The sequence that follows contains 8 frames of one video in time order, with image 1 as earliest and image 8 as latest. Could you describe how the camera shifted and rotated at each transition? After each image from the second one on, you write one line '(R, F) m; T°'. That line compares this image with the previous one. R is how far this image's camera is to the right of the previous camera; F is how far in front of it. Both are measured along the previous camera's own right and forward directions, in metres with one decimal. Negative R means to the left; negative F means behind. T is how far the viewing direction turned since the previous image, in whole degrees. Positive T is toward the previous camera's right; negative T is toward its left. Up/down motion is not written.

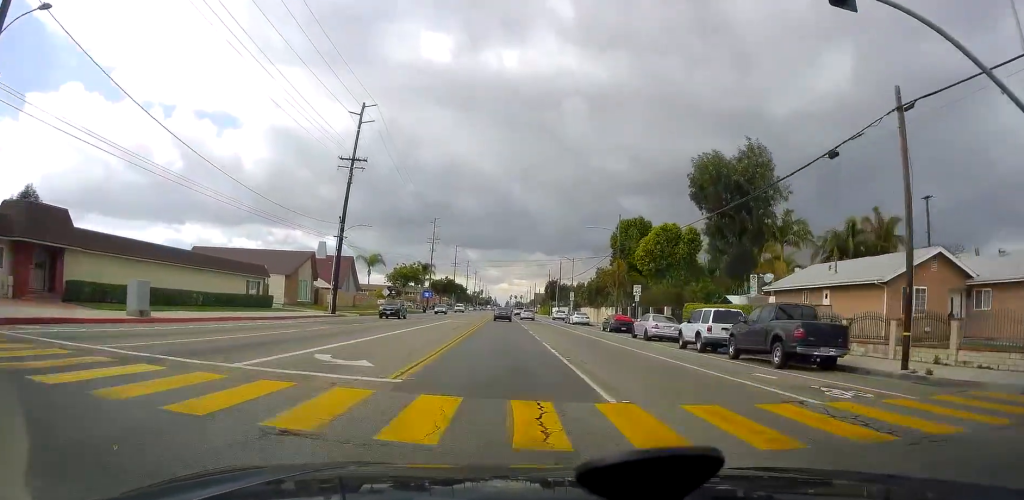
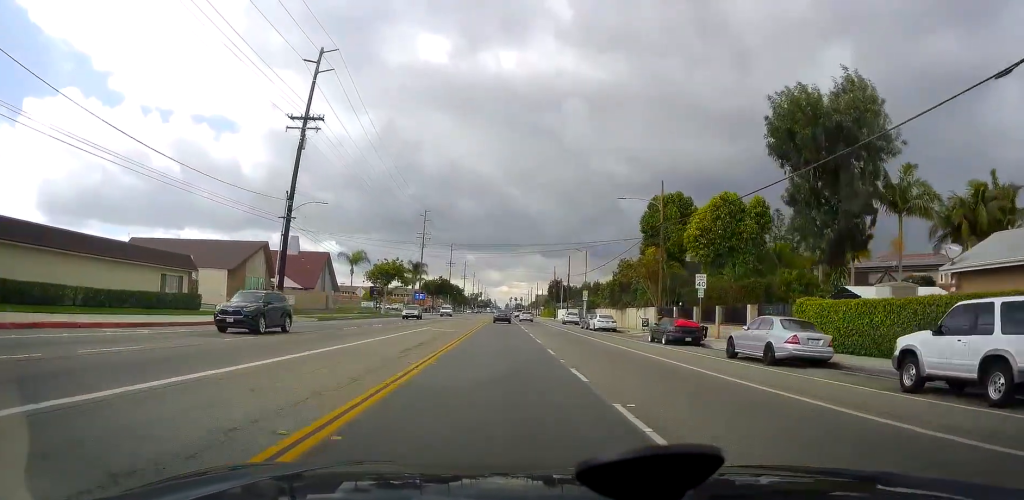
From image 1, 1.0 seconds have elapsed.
(0.0, +15.6) m; -1°
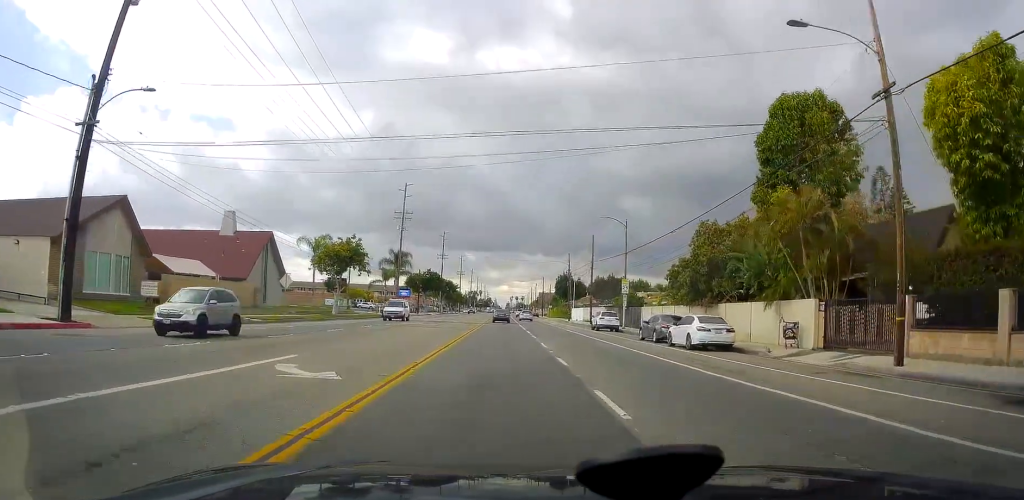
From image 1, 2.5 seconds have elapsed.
(-0.6, +24.9) m; -1°
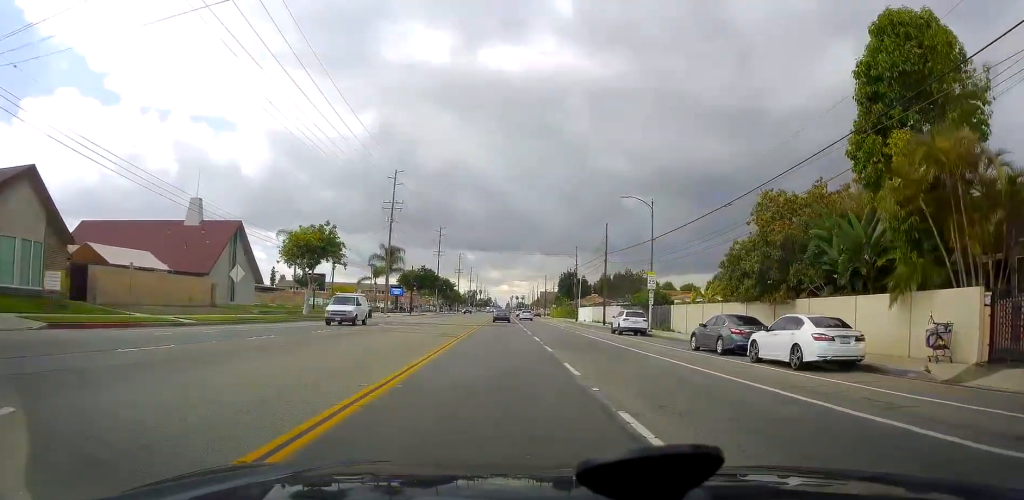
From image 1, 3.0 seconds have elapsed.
(+0.1, +9.3) m; +1°
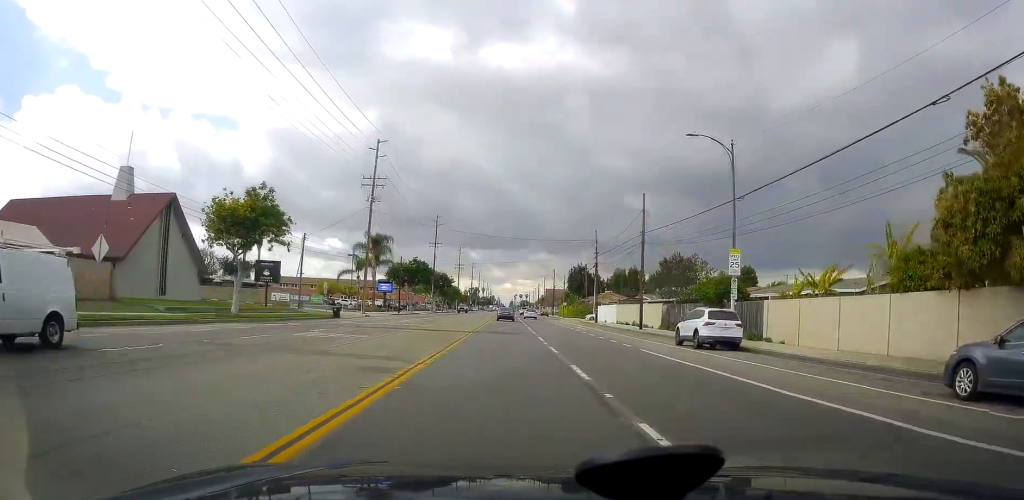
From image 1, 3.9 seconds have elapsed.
(+0.3, +15.5) m; +1°
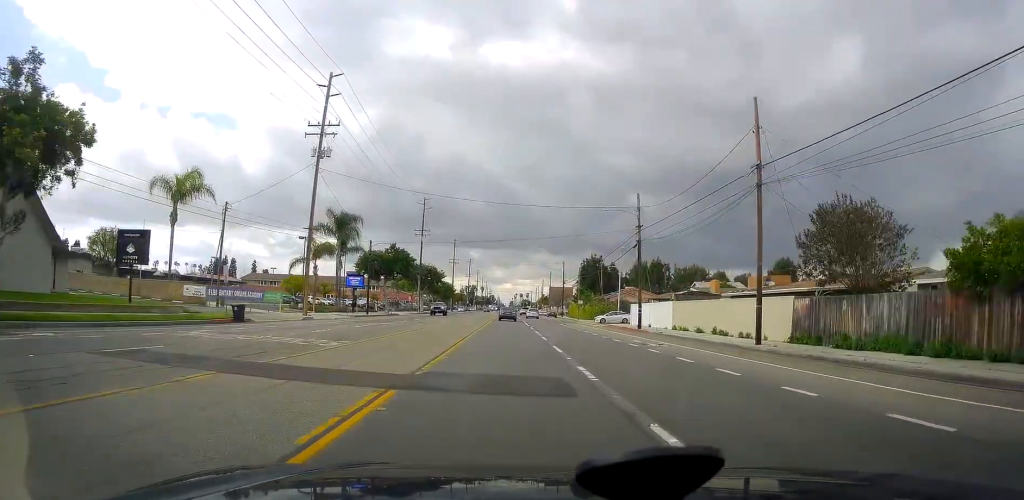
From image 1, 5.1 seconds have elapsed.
(0.0, +22.2) m; 0°
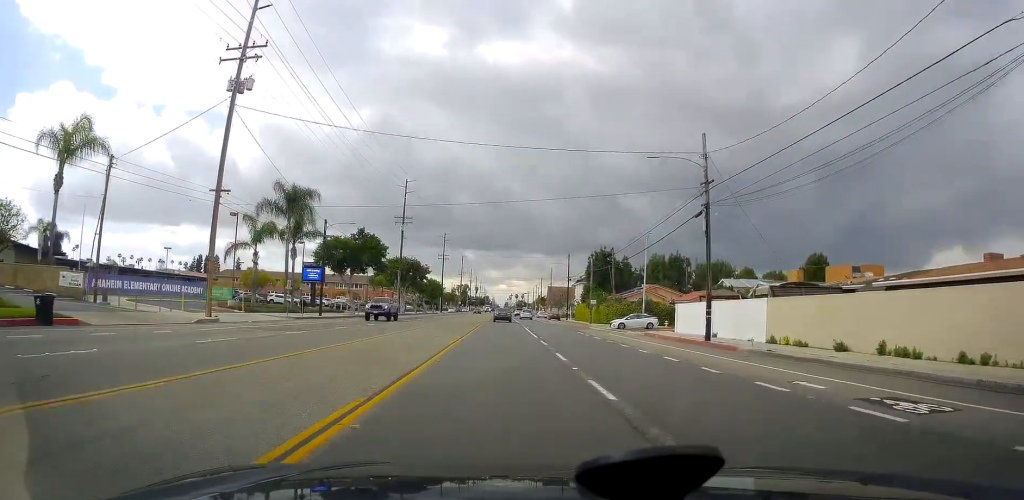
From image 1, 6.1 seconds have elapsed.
(0.0, +17.2) m; 0°
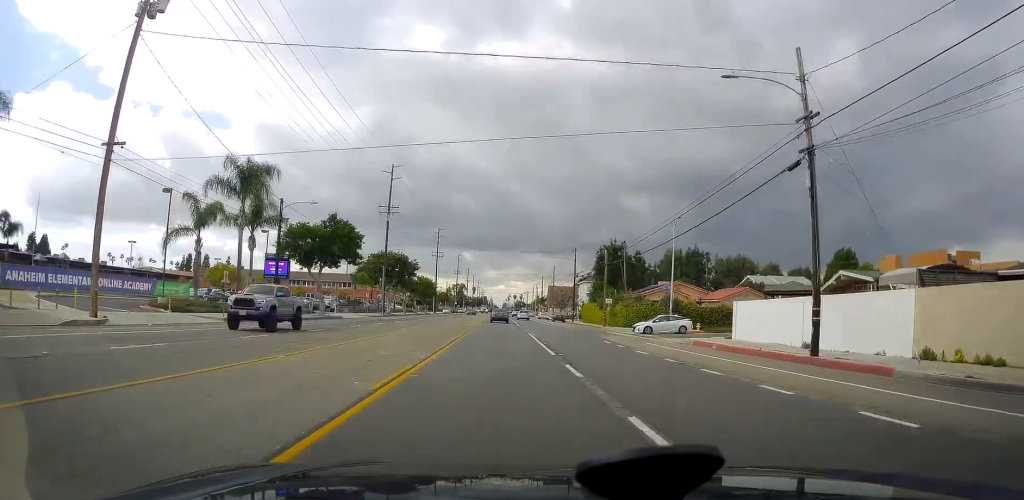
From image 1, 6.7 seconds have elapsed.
(0.0, +11.2) m; 0°
